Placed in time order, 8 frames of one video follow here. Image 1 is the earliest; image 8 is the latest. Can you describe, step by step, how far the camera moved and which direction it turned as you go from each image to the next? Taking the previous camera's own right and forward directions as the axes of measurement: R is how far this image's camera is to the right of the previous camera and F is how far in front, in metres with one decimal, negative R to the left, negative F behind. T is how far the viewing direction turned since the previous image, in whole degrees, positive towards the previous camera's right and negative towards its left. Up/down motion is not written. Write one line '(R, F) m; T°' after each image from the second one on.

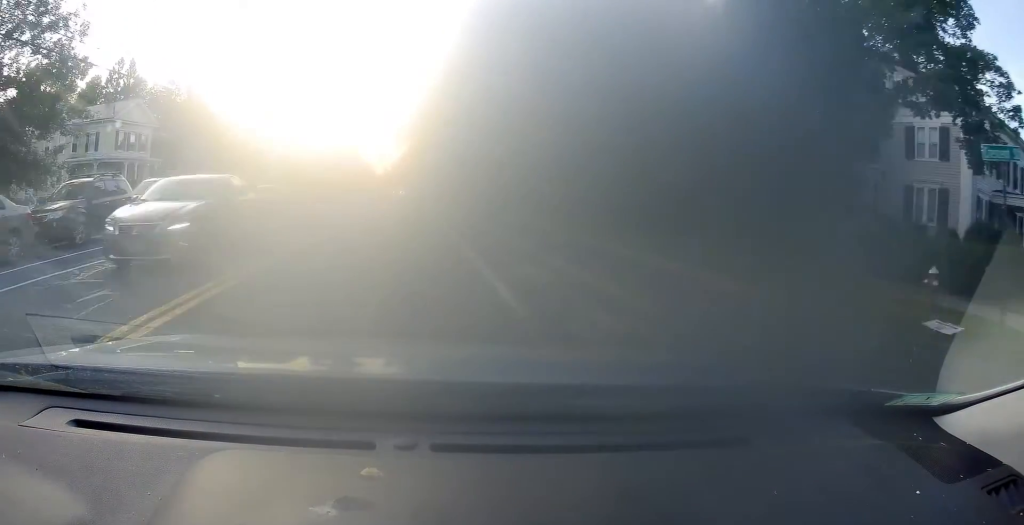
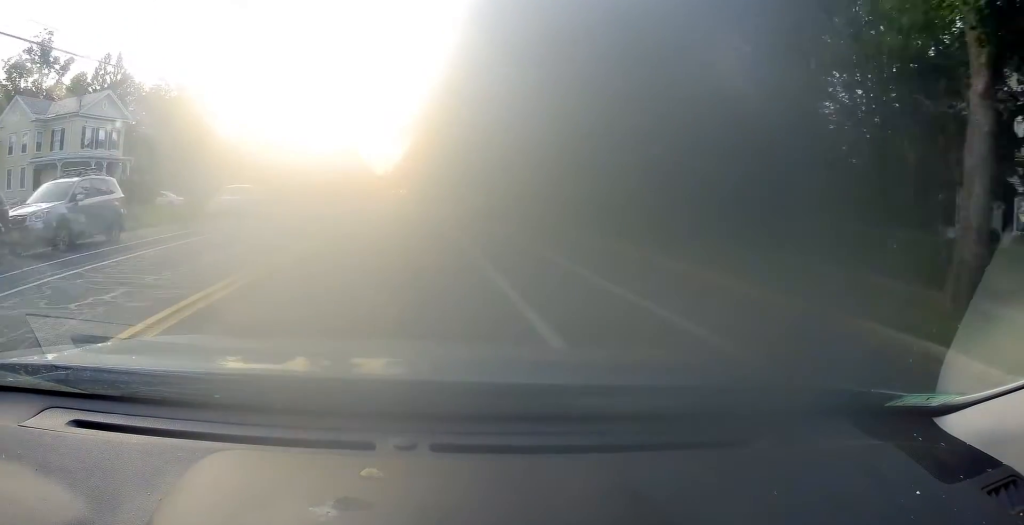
(-0.1, +6.7) m; 0°
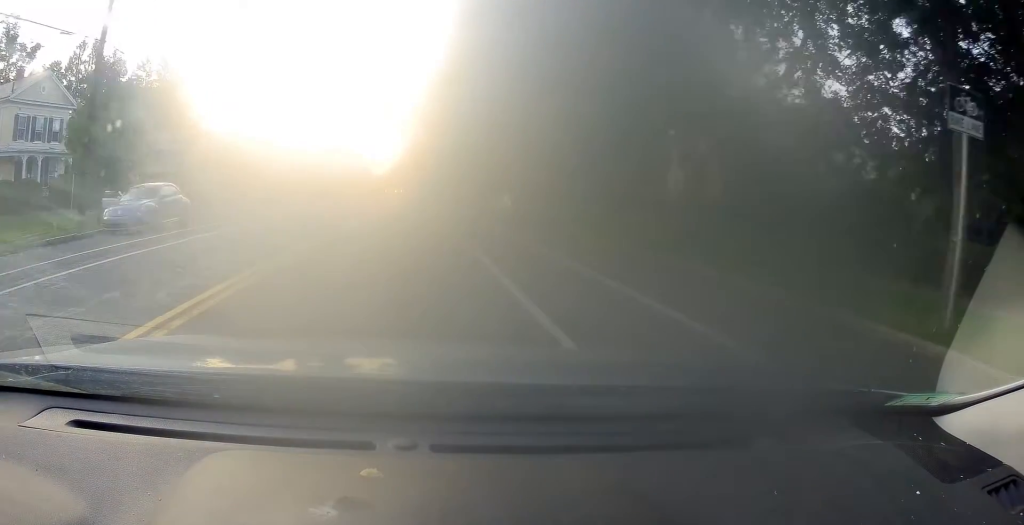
(0.0, +8.8) m; 0°
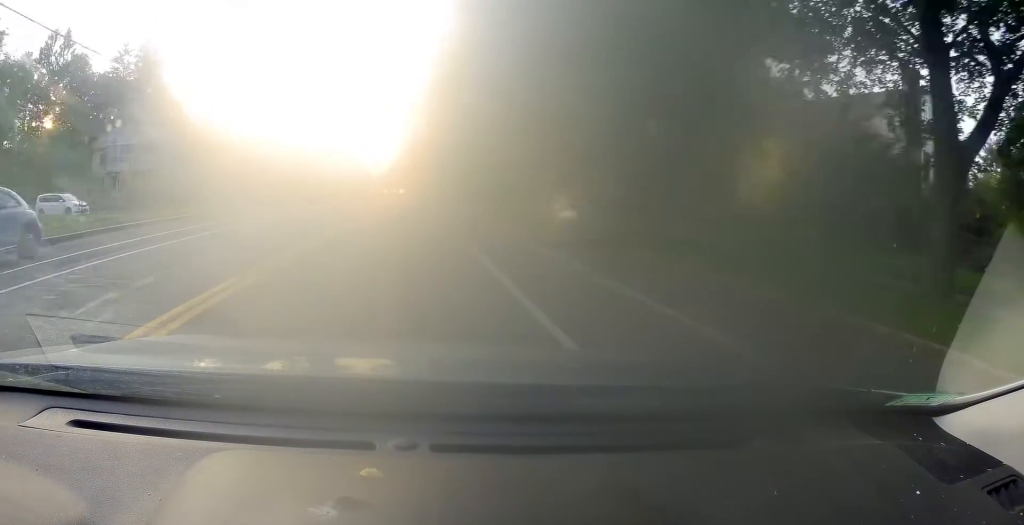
(+0.1, +9.3) m; 0°
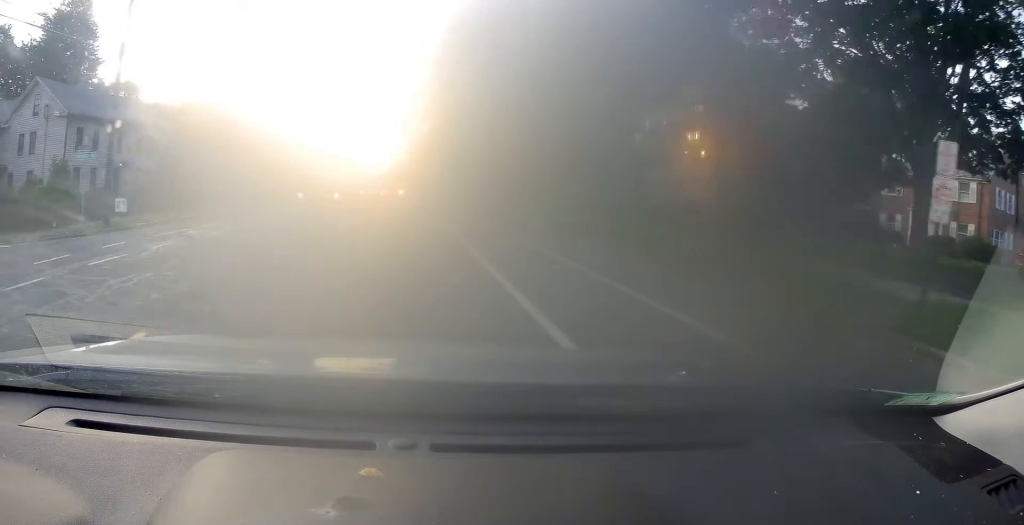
(+0.3, +23.9) m; +2°
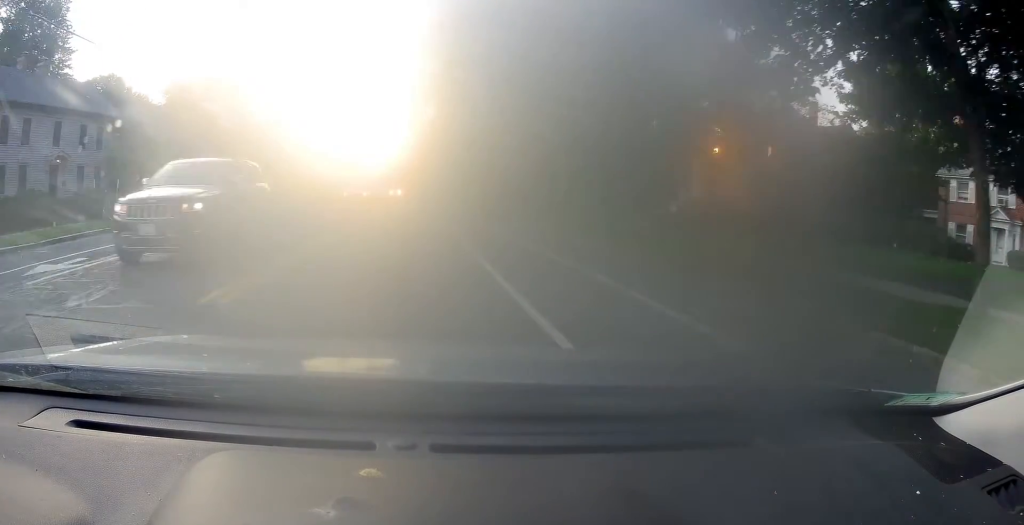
(+0.3, +7.8) m; 0°
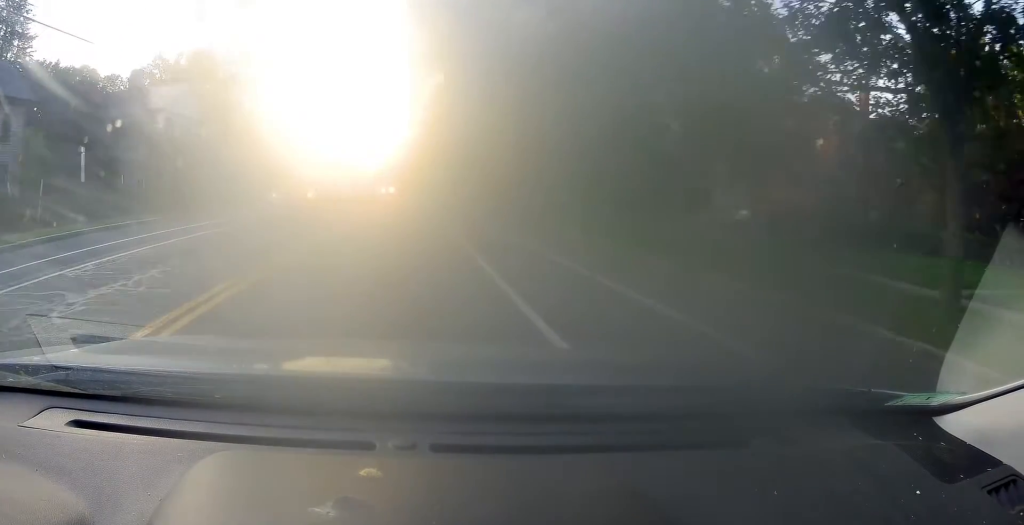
(-0.2, +9.3) m; 0°
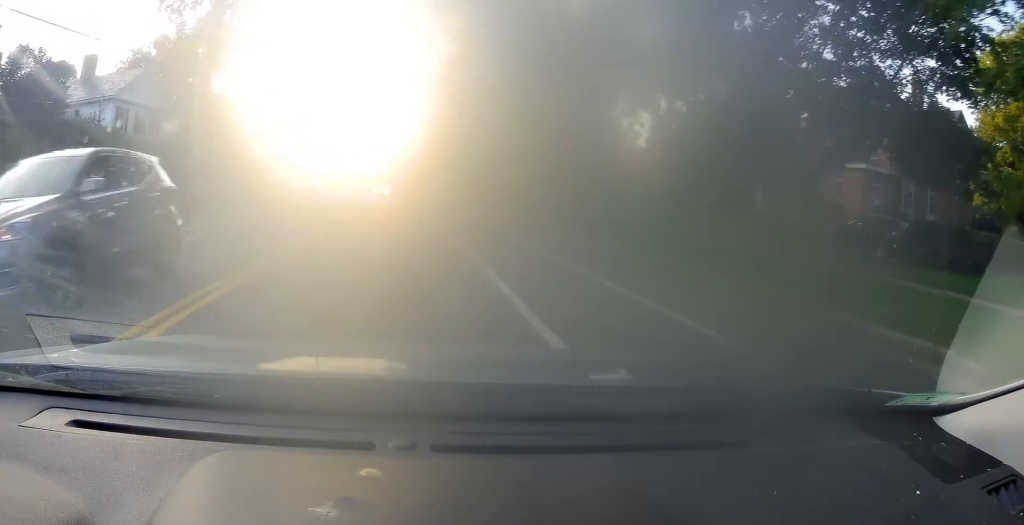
(-0.2, +8.2) m; 0°
